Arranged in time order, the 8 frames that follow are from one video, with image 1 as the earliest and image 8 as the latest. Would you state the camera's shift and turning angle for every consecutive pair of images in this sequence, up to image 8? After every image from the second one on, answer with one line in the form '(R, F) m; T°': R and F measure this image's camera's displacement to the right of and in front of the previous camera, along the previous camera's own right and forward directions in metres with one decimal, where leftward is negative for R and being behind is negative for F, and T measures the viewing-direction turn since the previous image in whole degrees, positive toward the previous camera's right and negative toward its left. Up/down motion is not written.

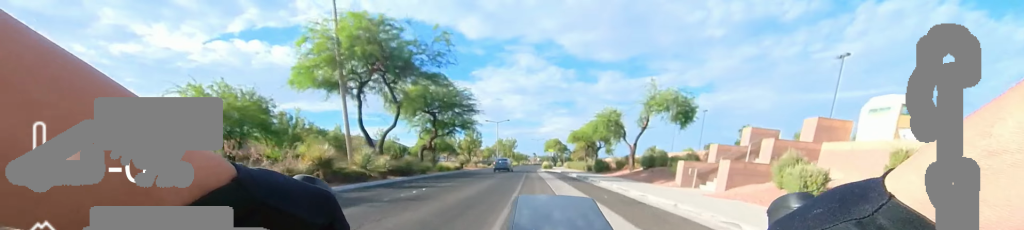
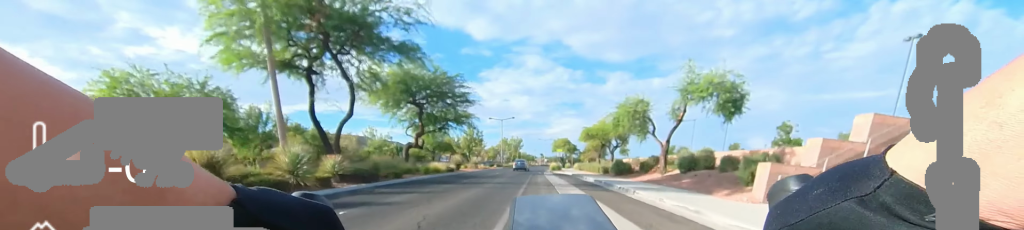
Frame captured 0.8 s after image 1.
(0.0, +6.0) m; +1°
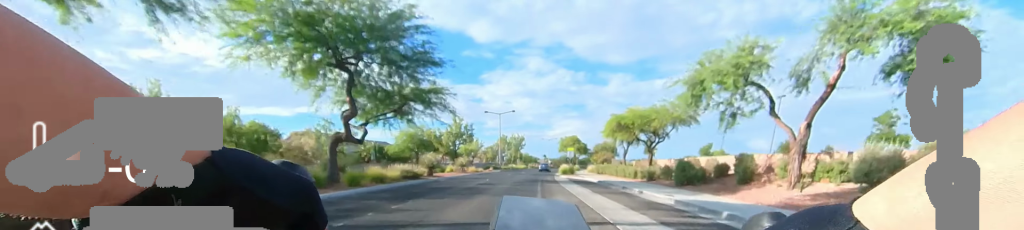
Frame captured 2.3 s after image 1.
(+0.4, +12.2) m; +4°
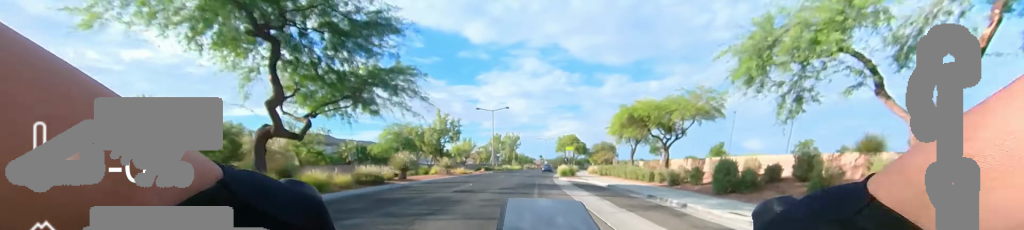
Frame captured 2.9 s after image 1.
(+0.2, +4.4) m; +2°
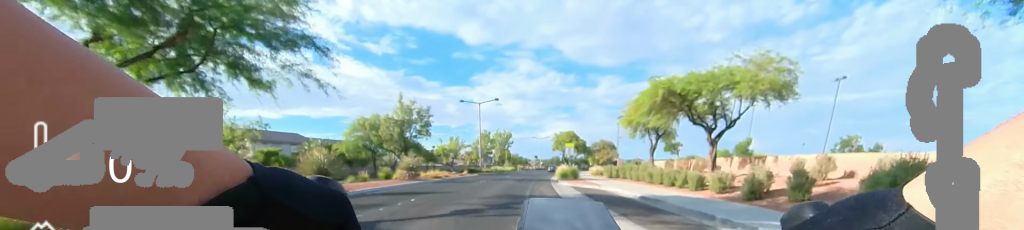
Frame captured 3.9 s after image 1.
(+0.2, +7.3) m; +2°
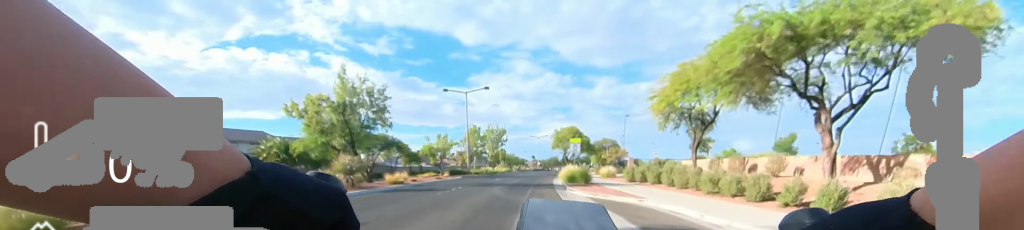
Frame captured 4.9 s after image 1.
(+0.1, +7.2) m; 0°
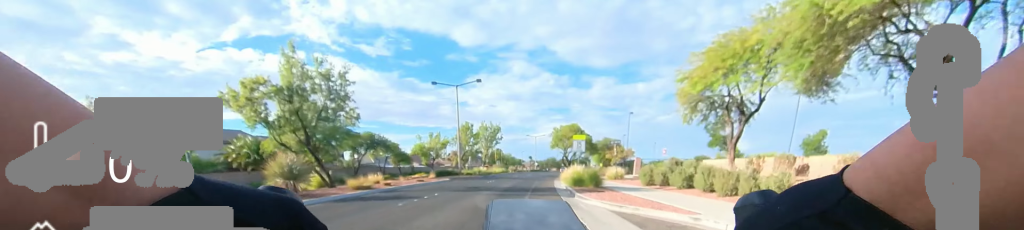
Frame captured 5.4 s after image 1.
(0.0, +3.8) m; 0°
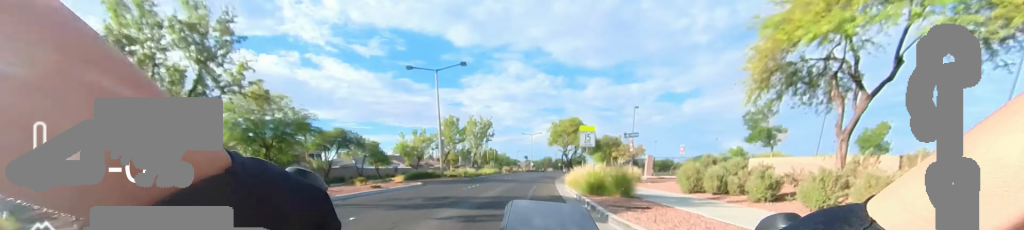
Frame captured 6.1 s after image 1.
(0.0, +5.8) m; 0°
